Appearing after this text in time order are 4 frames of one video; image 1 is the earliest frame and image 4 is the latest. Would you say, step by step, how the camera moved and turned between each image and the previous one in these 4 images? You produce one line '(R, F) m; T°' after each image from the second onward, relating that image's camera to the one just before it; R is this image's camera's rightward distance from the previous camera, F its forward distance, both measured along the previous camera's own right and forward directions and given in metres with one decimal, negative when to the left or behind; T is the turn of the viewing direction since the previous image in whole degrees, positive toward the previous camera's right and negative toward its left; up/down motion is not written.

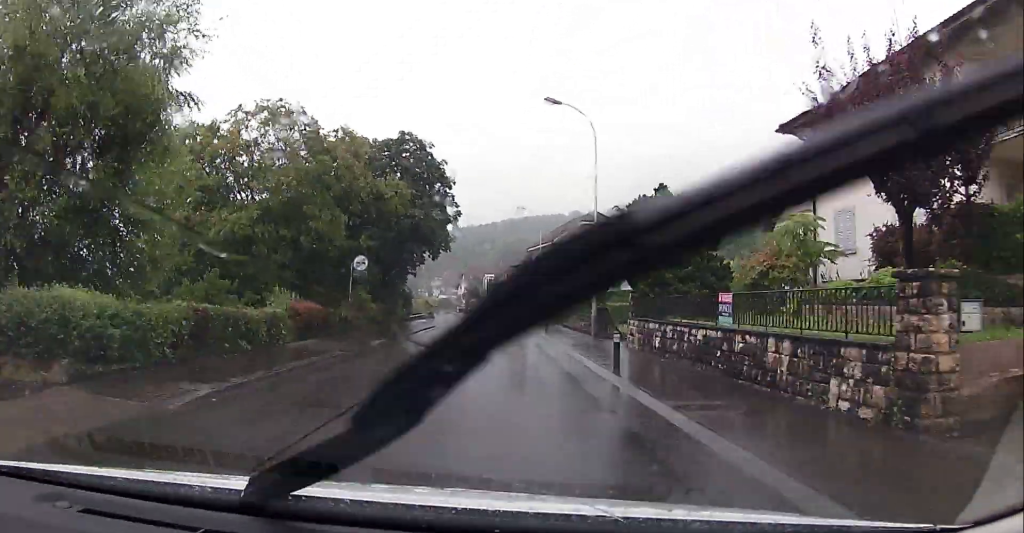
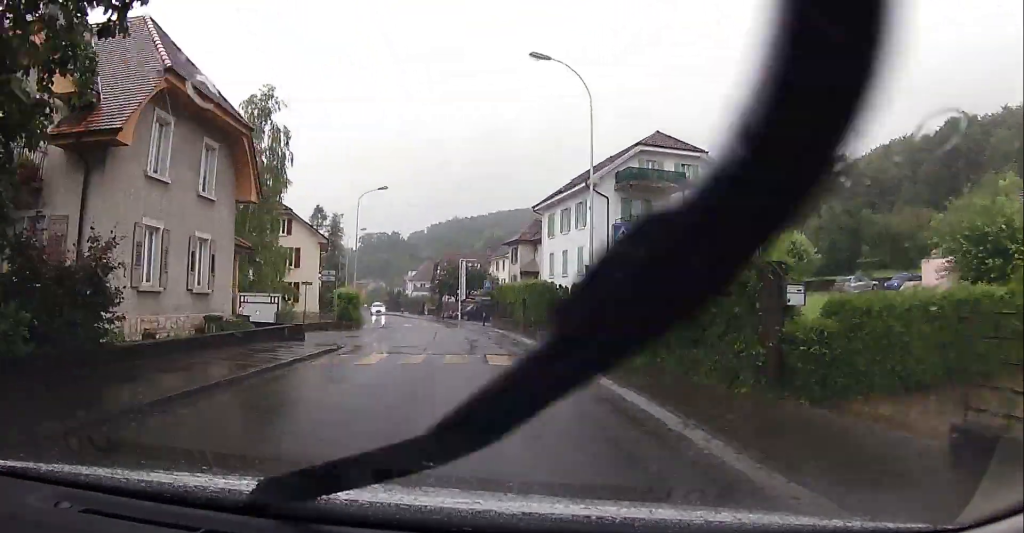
(-0.5, +37.8) m; -10°
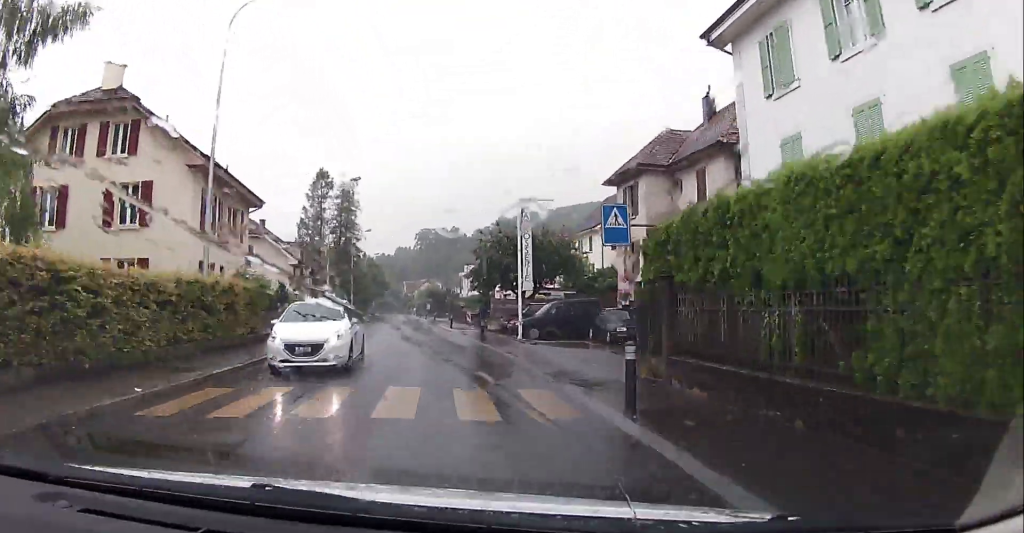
(+4.4, +33.1) m; +13°
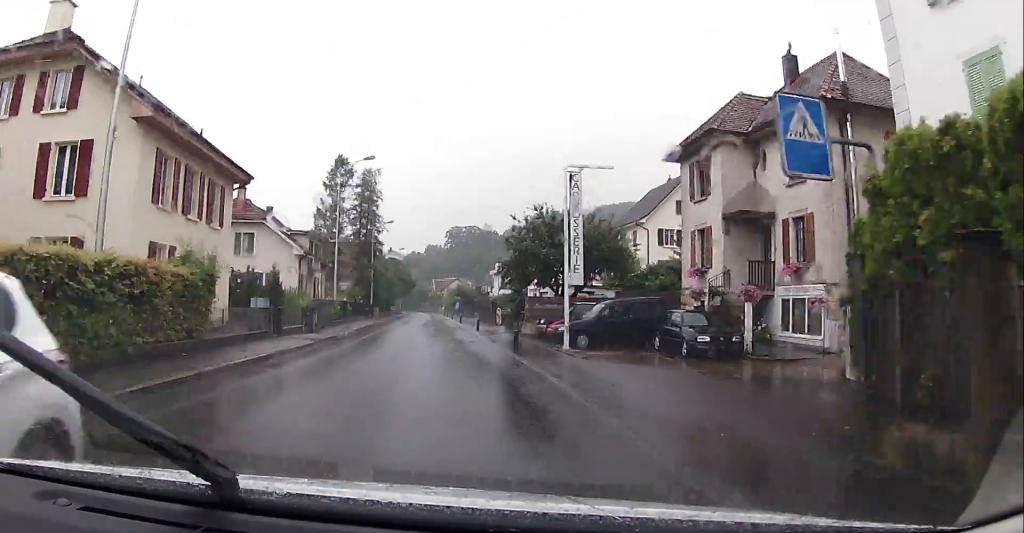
(-0.8, +6.7) m; -8°
